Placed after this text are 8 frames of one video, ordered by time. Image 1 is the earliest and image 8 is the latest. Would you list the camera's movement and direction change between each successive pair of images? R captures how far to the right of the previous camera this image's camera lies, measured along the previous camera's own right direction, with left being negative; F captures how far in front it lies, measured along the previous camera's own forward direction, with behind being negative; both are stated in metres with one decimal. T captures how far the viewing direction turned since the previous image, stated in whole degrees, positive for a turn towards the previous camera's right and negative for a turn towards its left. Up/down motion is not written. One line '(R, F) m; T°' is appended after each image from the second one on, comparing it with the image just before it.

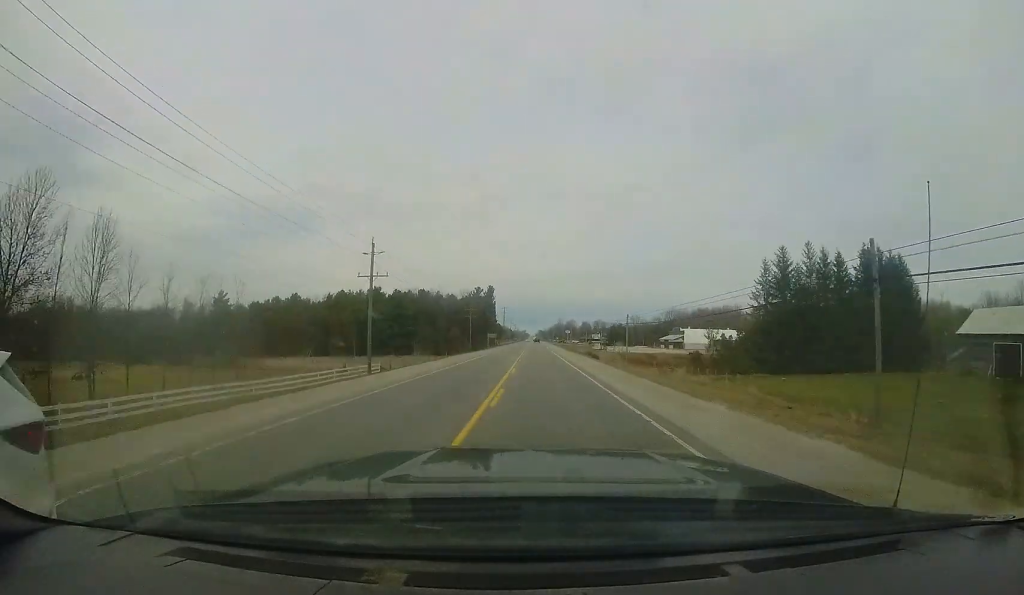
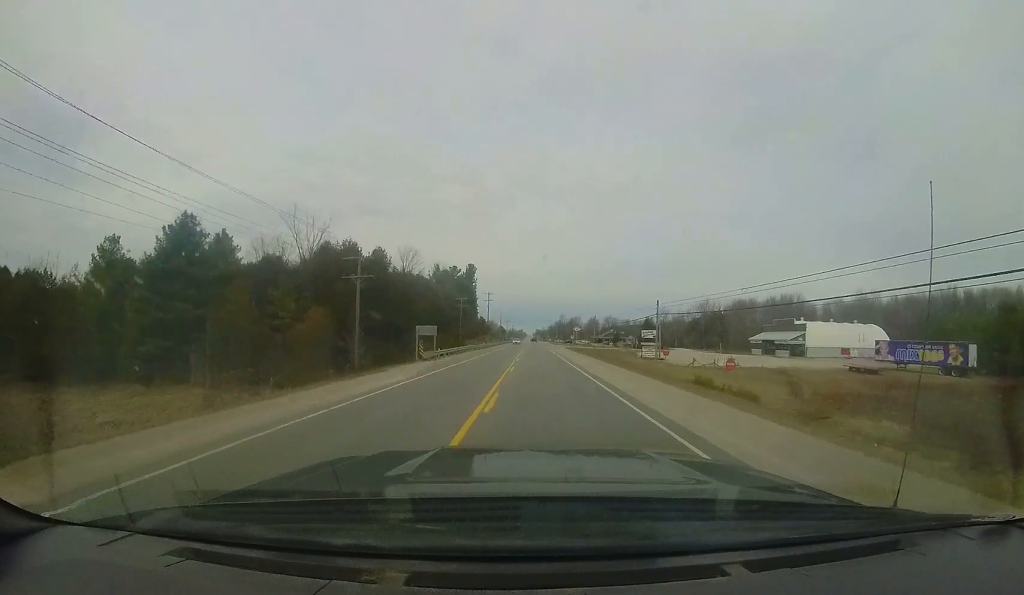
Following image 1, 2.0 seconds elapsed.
(+0.7, +55.4) m; +1°
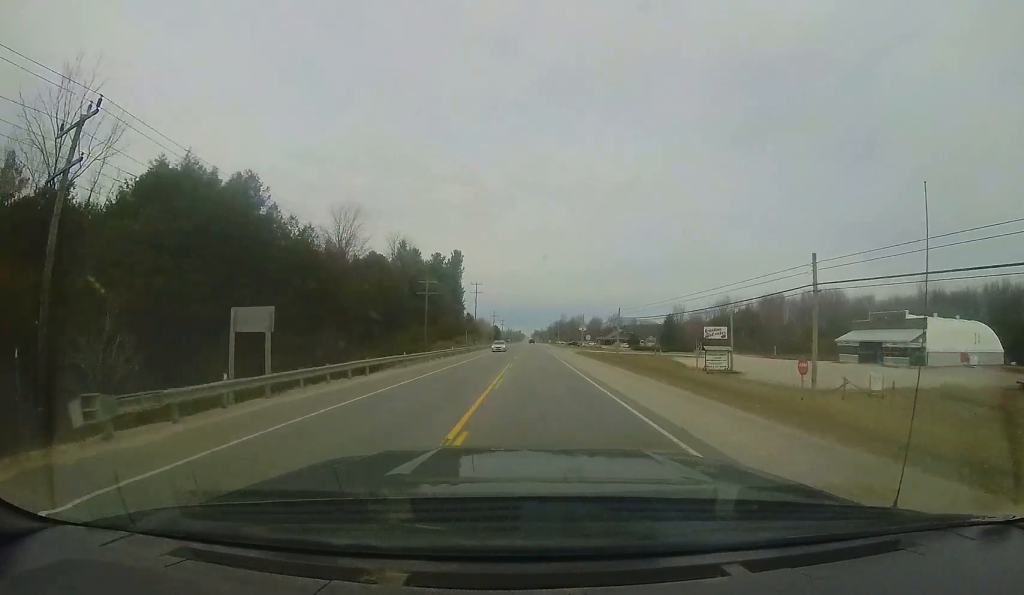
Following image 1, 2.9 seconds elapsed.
(0.0, +23.5) m; 0°
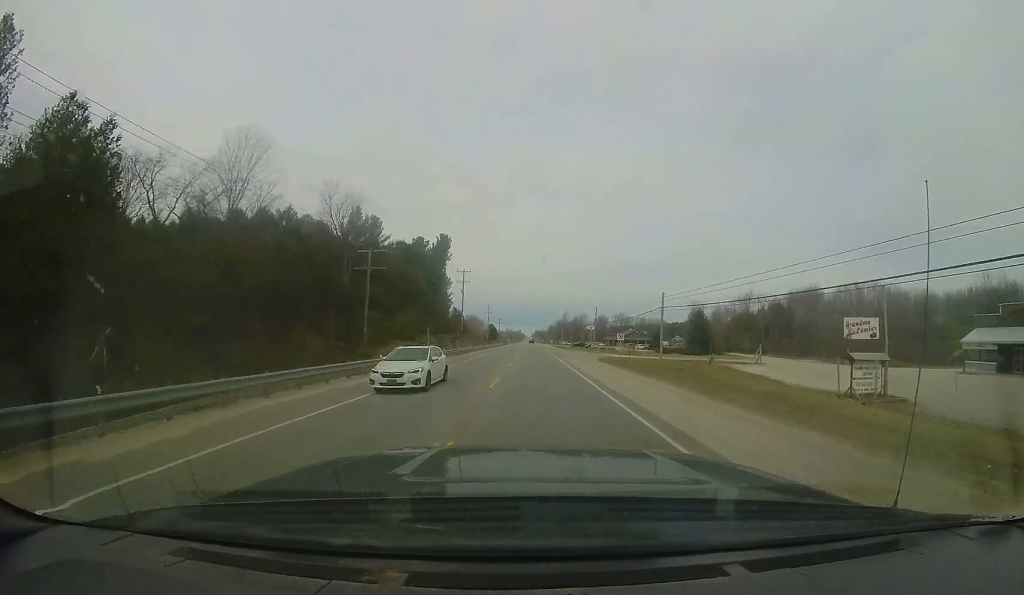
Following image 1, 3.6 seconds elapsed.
(0.0, +19.1) m; 0°
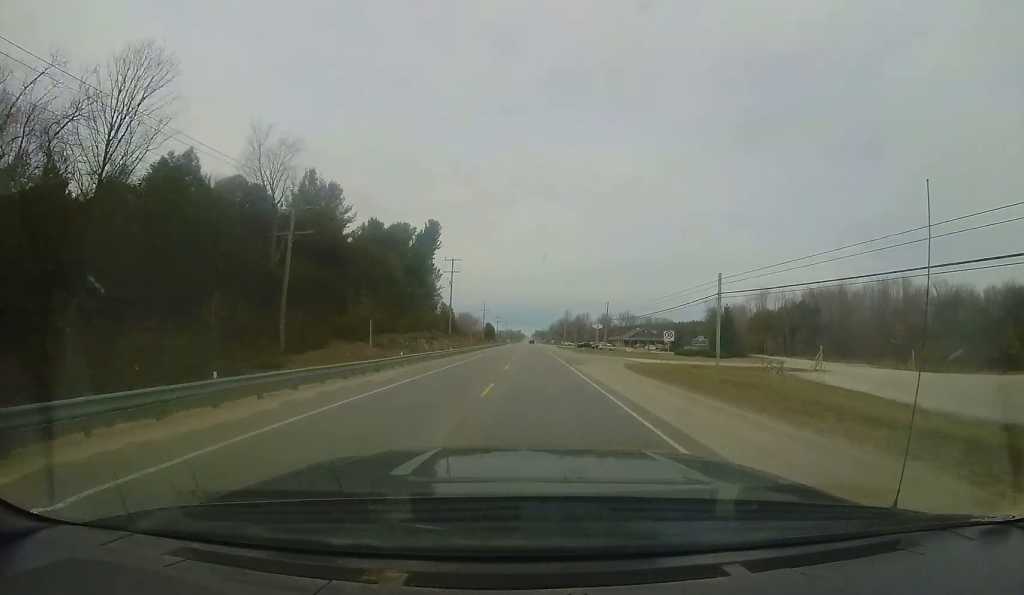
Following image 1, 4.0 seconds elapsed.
(0.0, +11.9) m; 0°
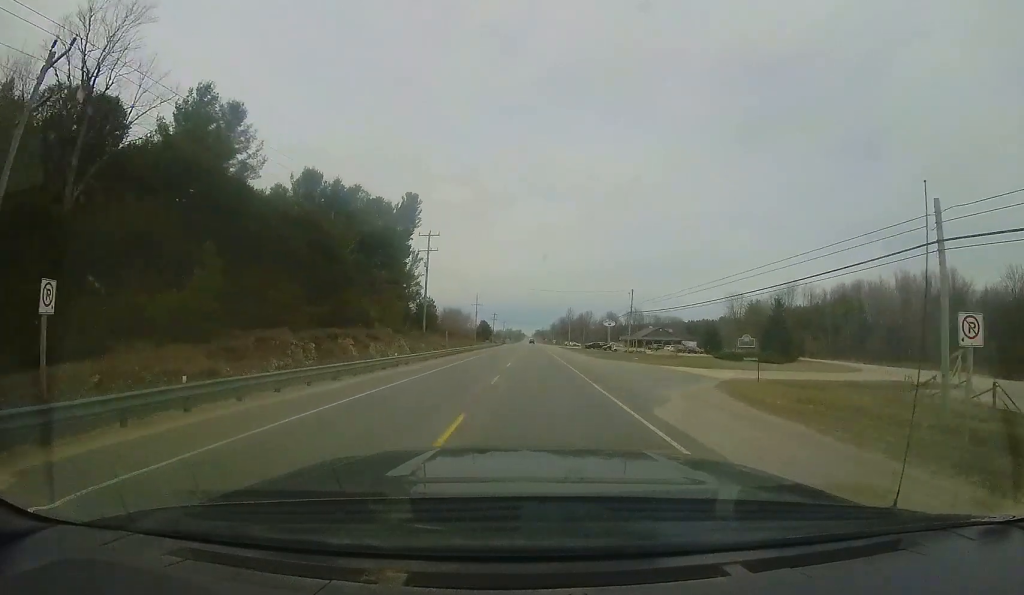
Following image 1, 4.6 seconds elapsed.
(+0.1, +16.5) m; 0°
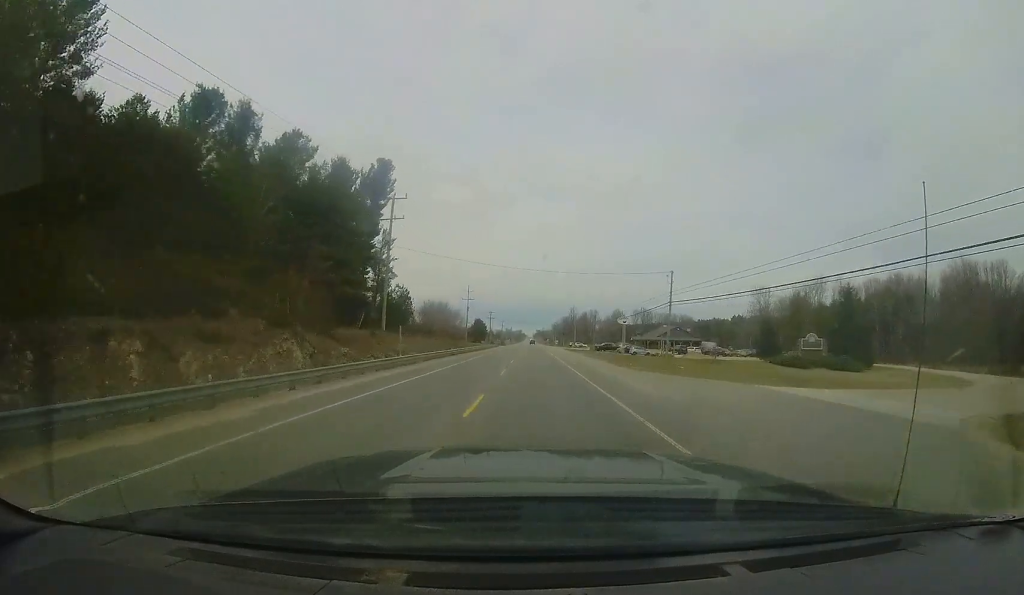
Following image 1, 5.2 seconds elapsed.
(-0.2, +14.6) m; 0°
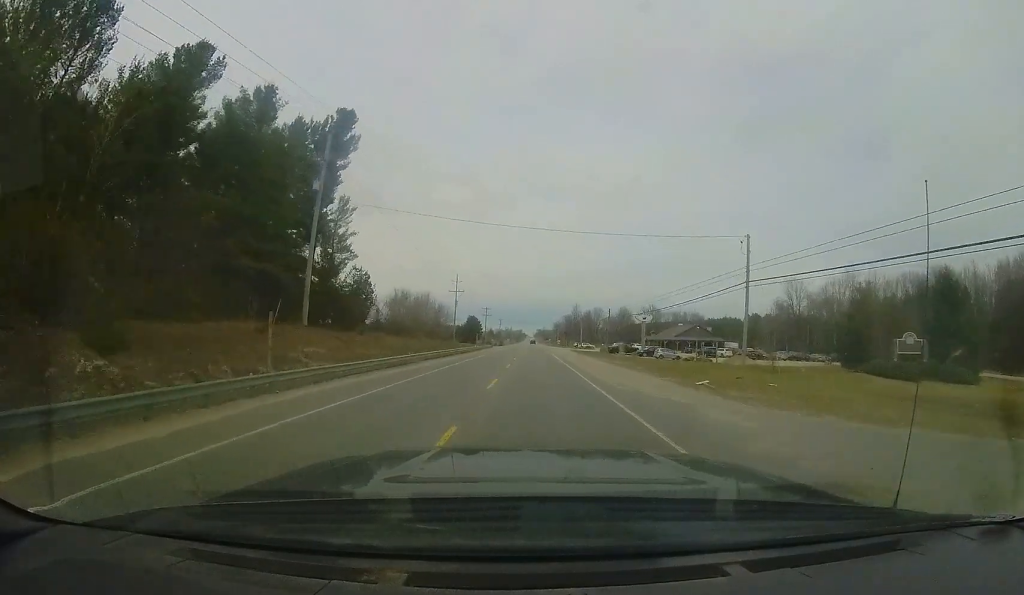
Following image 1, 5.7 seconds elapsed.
(-0.2, +13.7) m; 0°
